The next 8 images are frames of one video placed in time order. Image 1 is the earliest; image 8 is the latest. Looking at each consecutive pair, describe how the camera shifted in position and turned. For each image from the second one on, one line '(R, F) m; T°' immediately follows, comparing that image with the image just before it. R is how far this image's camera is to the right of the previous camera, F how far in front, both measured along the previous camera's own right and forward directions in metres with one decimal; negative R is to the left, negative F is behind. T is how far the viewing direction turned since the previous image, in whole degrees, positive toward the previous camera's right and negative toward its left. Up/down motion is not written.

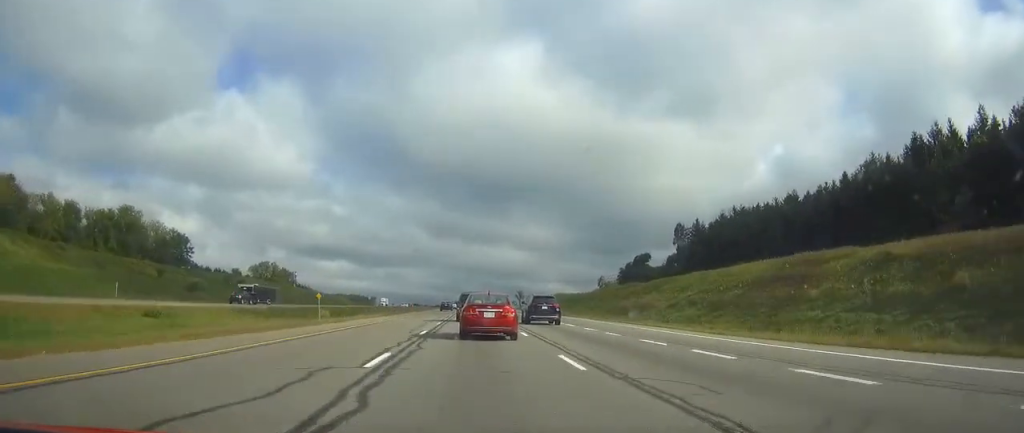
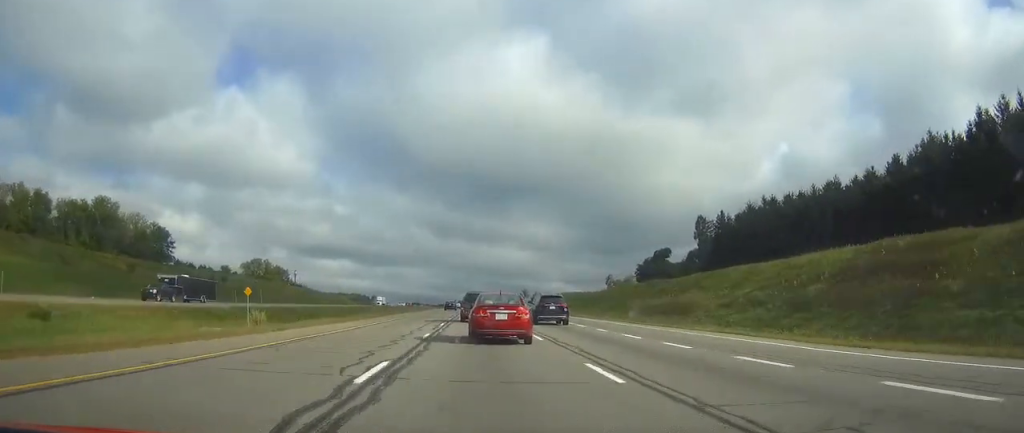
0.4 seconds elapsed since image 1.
(0.0, +14.4) m; 0°
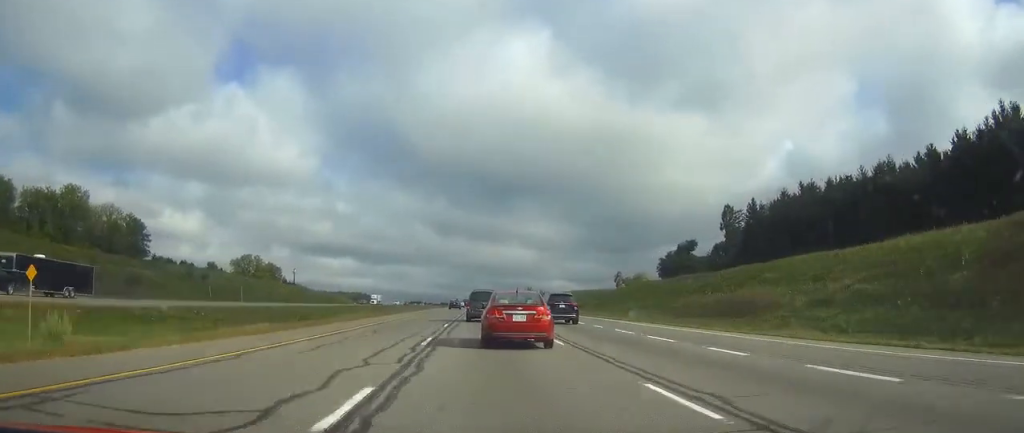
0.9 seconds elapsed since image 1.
(0.0, +15.6) m; 0°
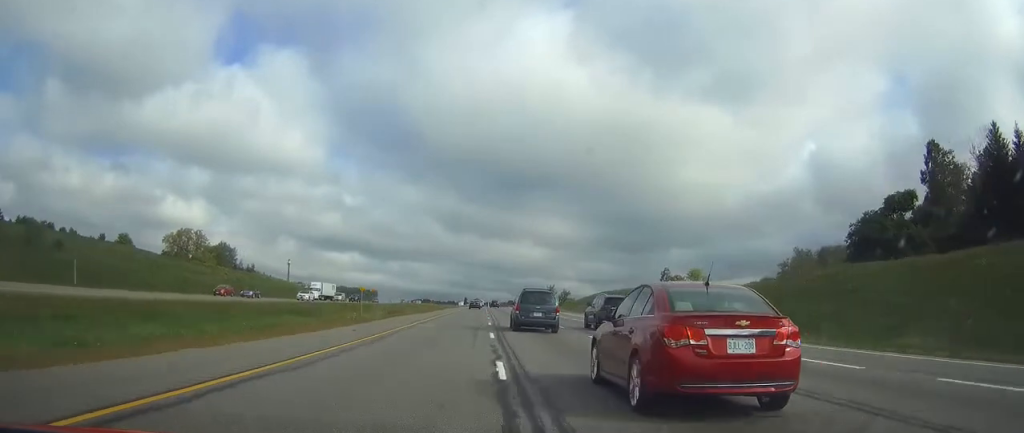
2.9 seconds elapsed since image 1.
(-0.6, +68.3) m; -1°
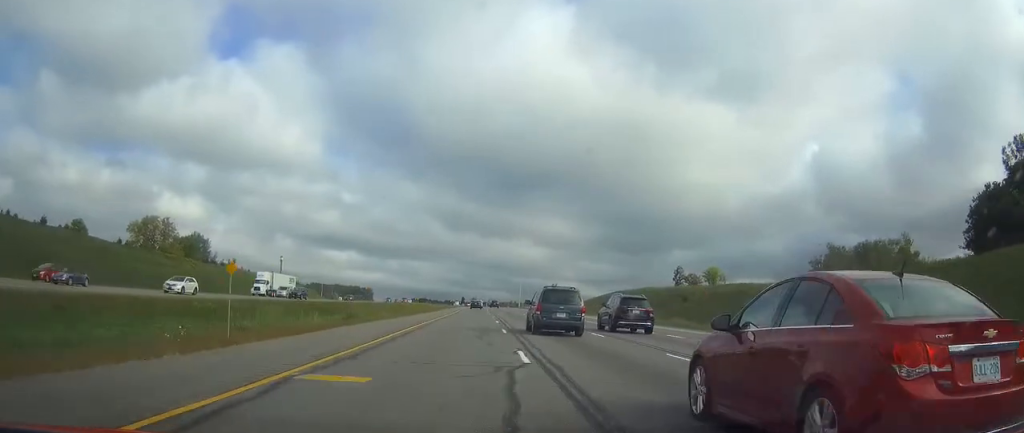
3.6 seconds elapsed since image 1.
(0.0, +21.4) m; 0°
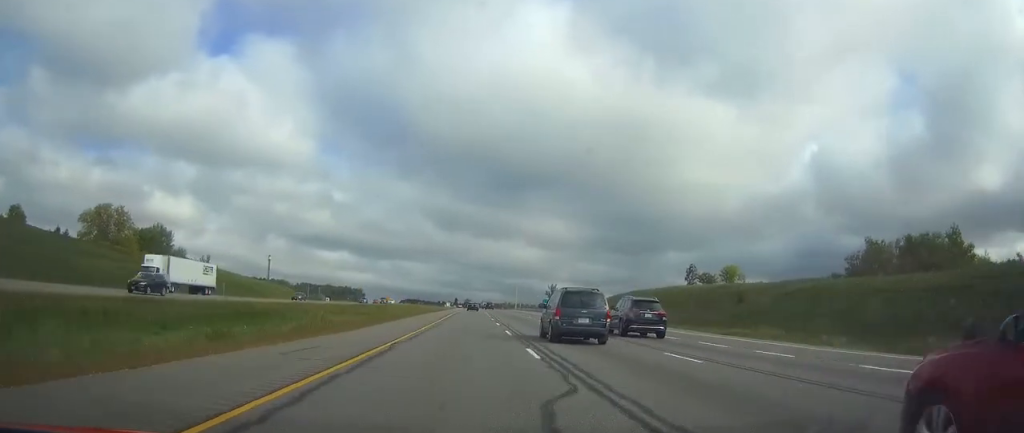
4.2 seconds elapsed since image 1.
(0.0, +22.6) m; 0°
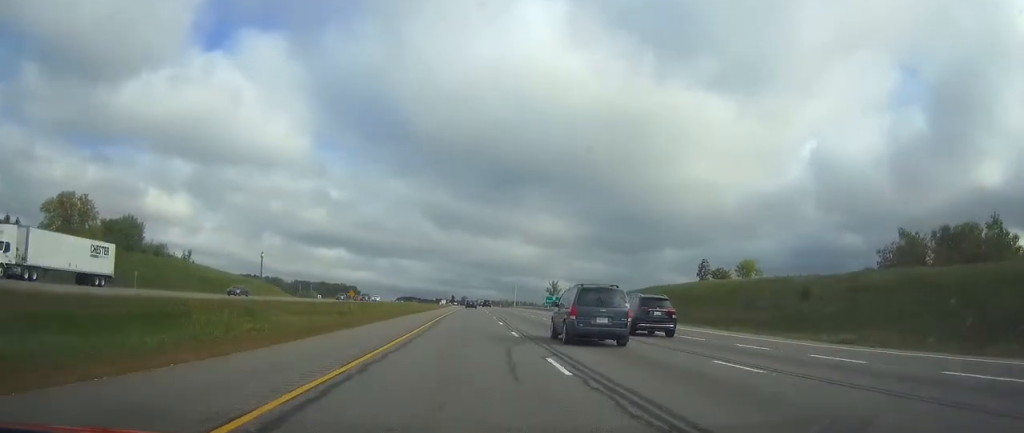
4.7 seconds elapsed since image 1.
(+0.1, +15.9) m; 0°
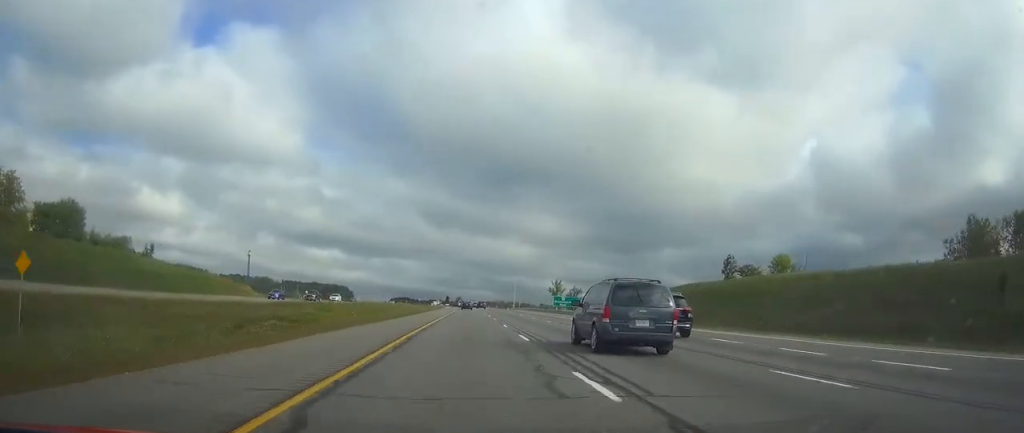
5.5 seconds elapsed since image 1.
(+0.1, +27.3) m; 0°
